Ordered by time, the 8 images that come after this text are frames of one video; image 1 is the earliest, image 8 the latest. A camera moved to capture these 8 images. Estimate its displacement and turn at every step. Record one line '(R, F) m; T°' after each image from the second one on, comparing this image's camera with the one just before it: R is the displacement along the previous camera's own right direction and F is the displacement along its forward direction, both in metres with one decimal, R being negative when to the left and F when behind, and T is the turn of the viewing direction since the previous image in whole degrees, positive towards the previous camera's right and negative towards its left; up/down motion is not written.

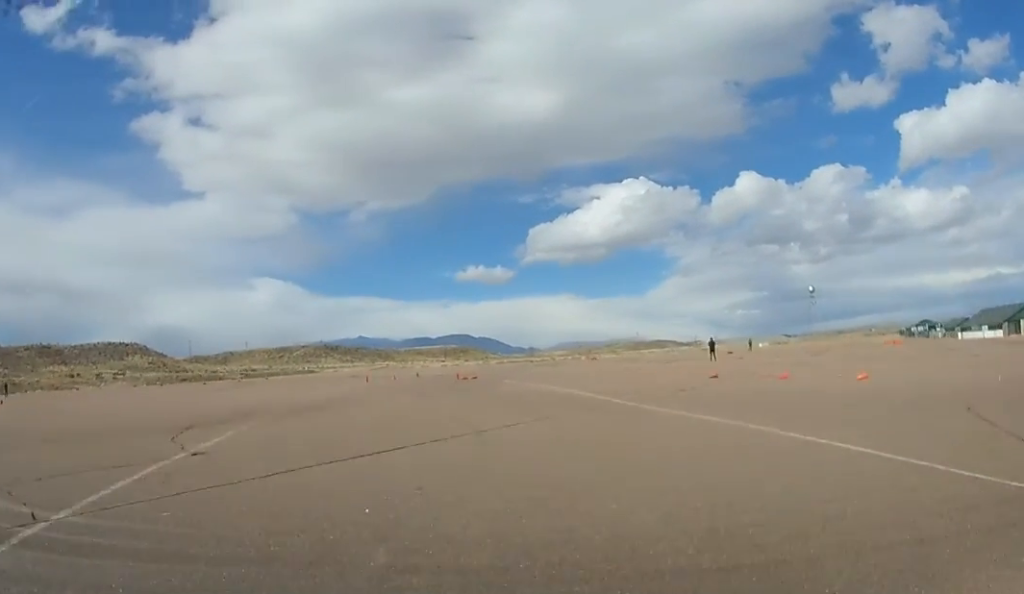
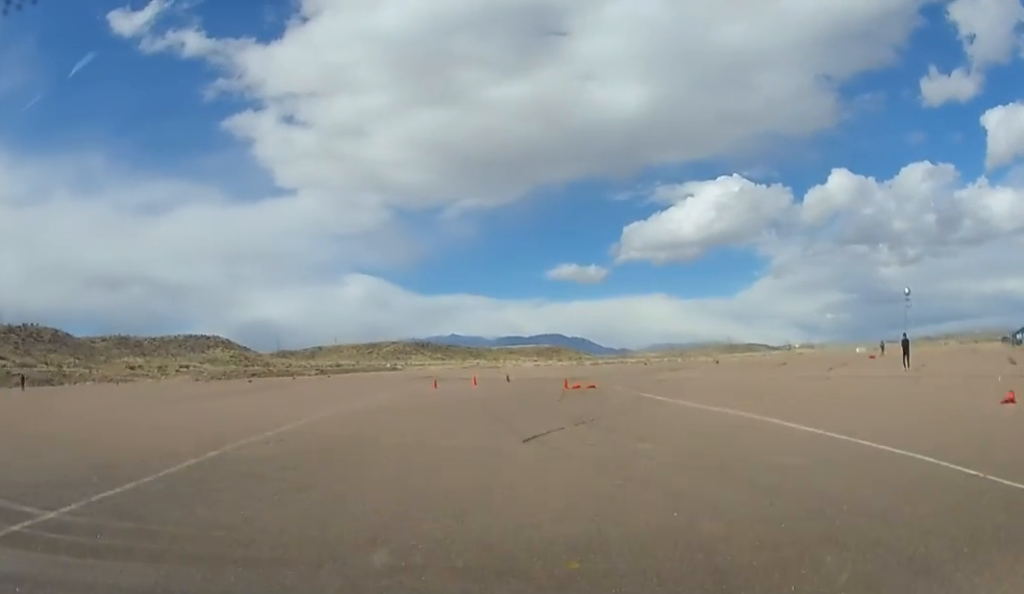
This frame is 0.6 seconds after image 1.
(-0.1, +11.1) m; -6°
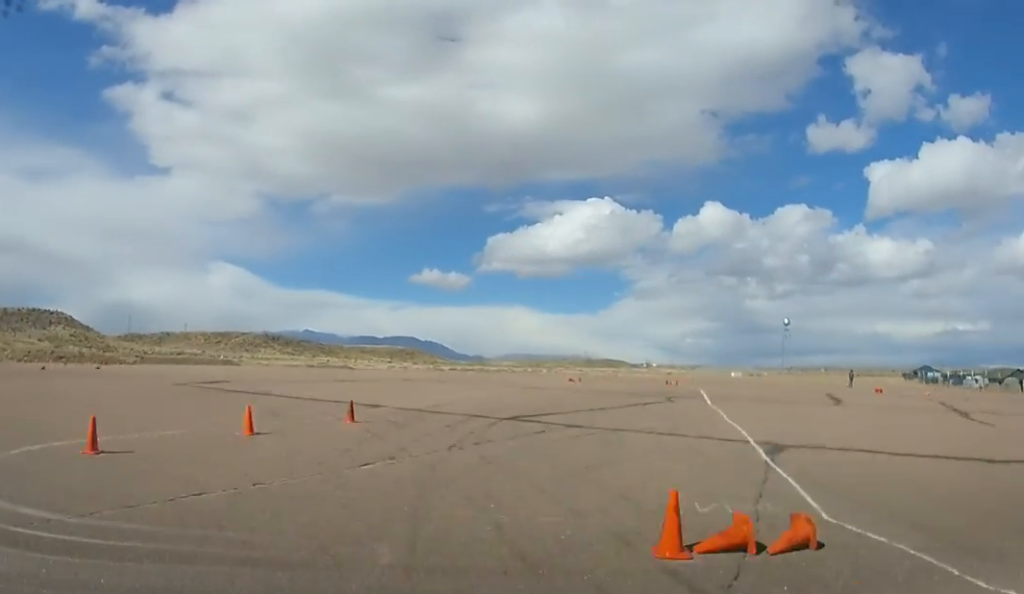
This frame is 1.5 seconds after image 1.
(-3.2, +19.4) m; +1°
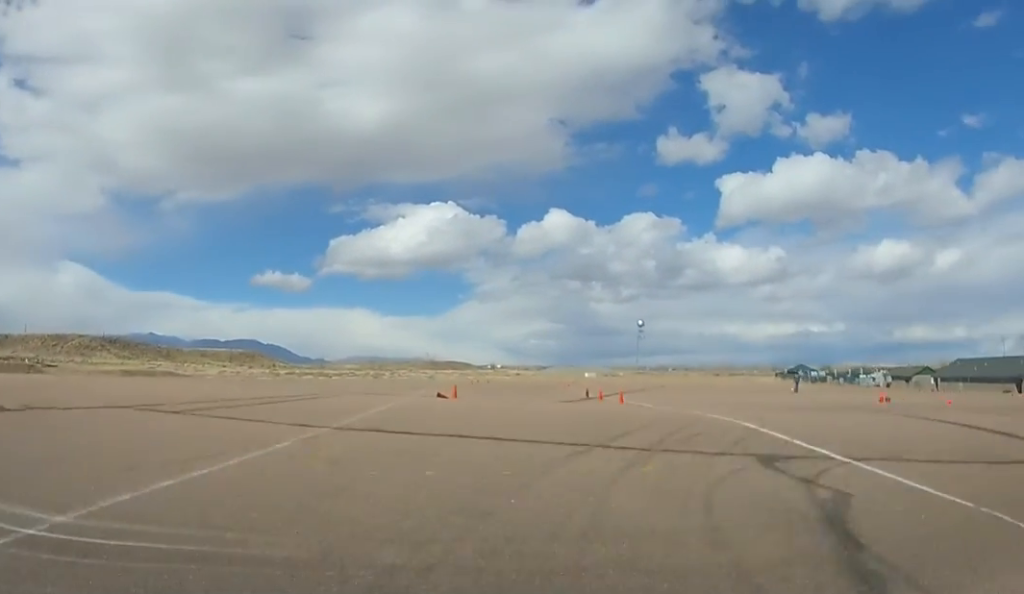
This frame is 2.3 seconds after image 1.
(+2.9, +15.7) m; +9°
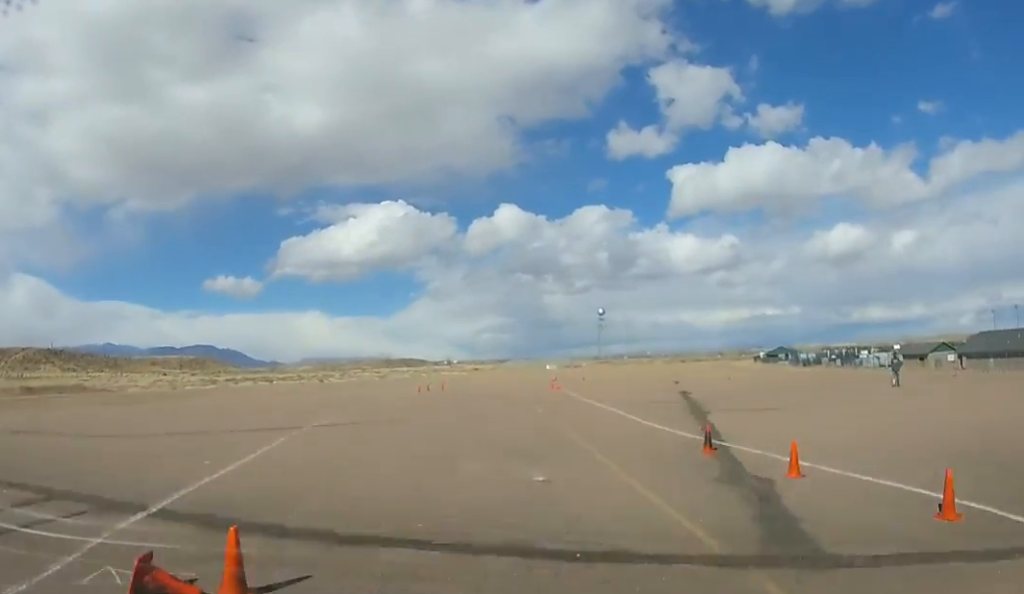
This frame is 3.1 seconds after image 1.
(+0.4, +17.2) m; +1°
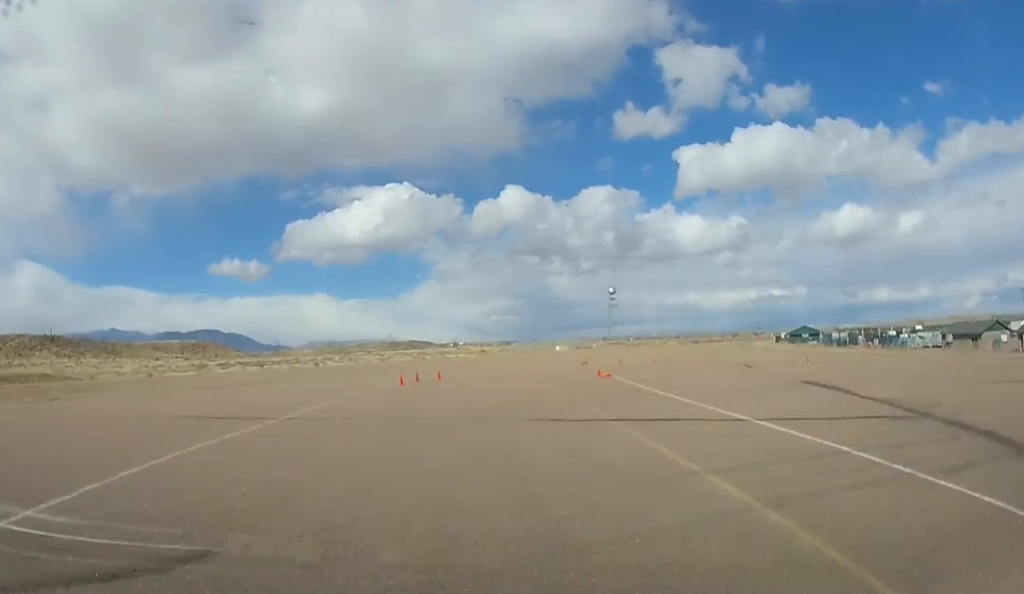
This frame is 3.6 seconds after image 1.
(0.0, +11.9) m; 0°
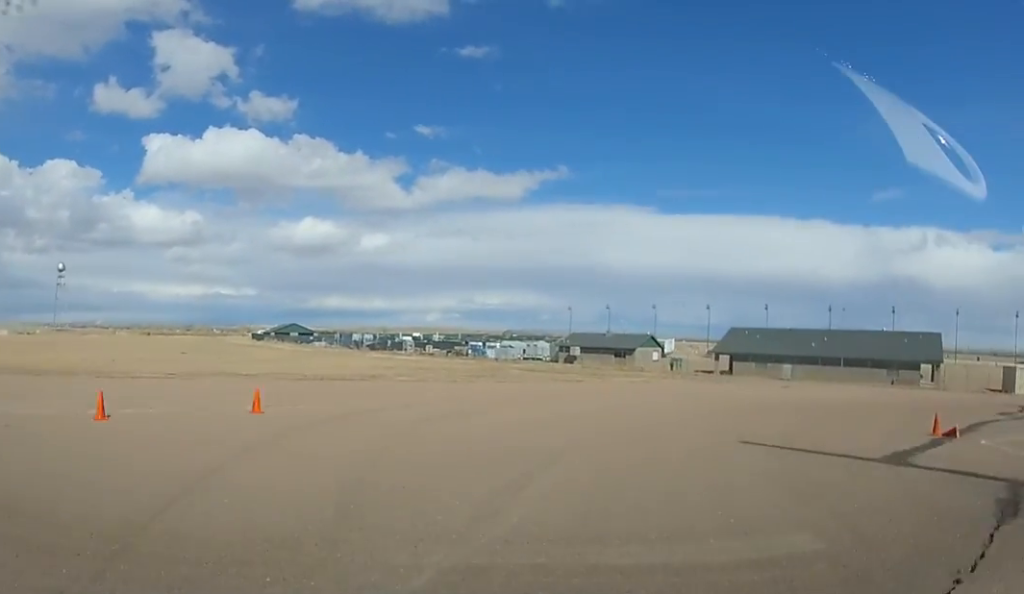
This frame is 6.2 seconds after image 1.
(+5.7, +45.1) m; +46°
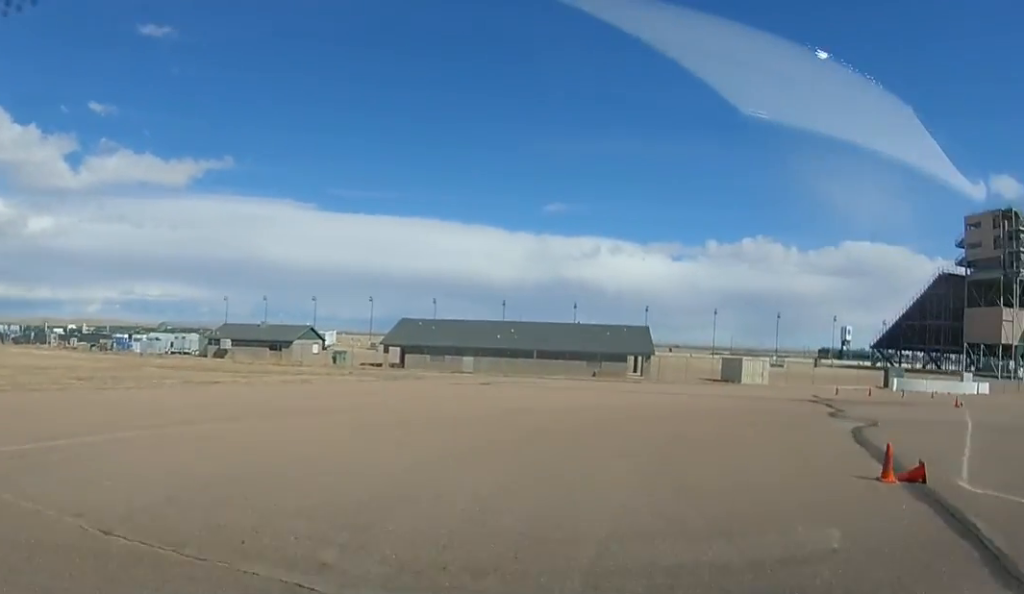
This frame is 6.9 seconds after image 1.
(+2.5, +7.8) m; +29°
